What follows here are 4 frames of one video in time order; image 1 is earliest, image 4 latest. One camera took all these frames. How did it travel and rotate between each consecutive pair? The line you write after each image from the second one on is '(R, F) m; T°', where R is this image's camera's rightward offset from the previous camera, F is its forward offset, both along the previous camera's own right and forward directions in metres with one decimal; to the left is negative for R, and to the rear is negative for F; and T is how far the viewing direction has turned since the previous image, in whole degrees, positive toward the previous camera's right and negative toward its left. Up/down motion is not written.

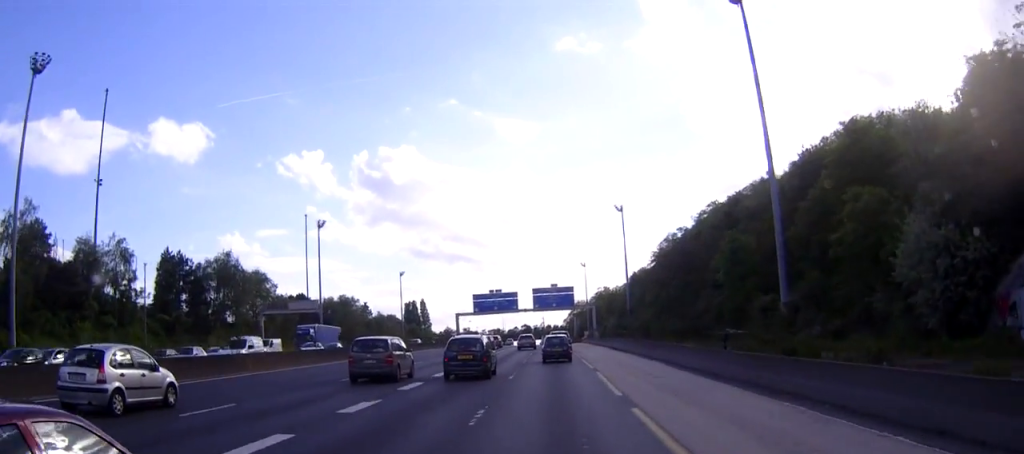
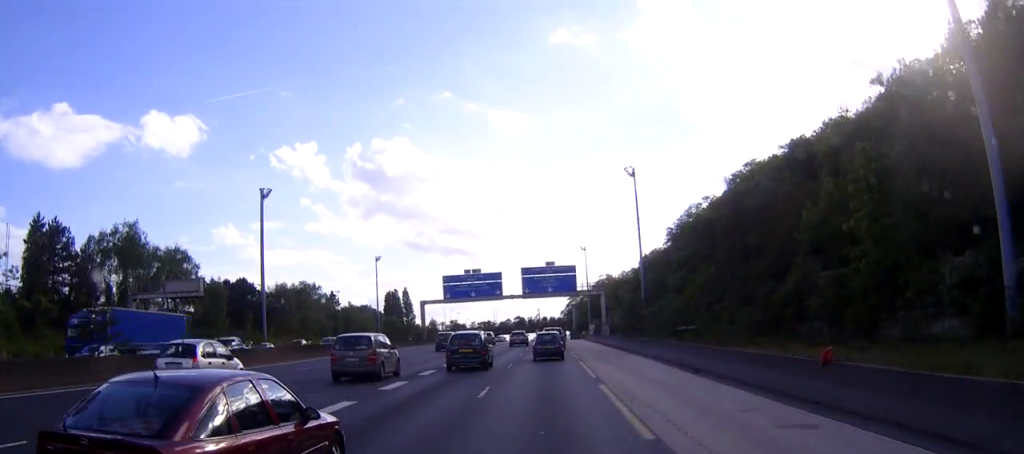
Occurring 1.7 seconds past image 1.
(+0.1, +33.9) m; 0°
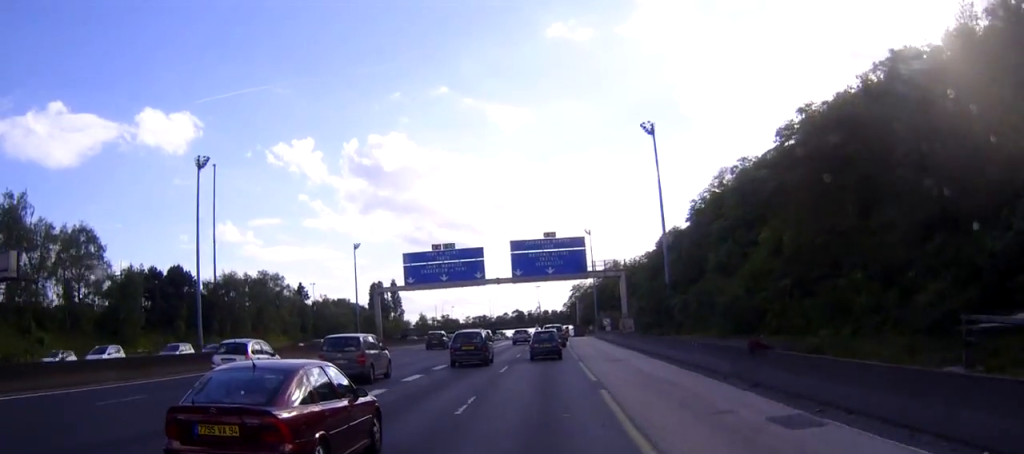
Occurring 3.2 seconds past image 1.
(-0.2, +28.5) m; 0°
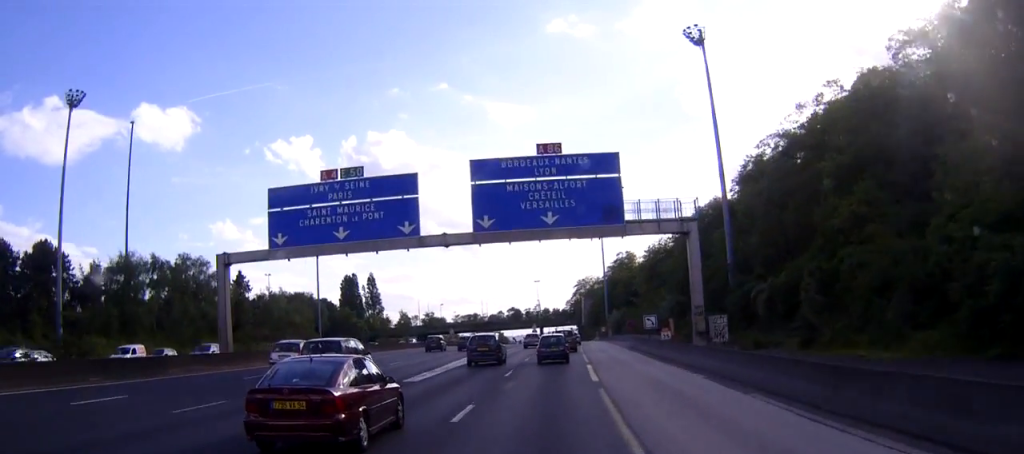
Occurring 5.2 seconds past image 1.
(+0.2, +38.3) m; +1°
